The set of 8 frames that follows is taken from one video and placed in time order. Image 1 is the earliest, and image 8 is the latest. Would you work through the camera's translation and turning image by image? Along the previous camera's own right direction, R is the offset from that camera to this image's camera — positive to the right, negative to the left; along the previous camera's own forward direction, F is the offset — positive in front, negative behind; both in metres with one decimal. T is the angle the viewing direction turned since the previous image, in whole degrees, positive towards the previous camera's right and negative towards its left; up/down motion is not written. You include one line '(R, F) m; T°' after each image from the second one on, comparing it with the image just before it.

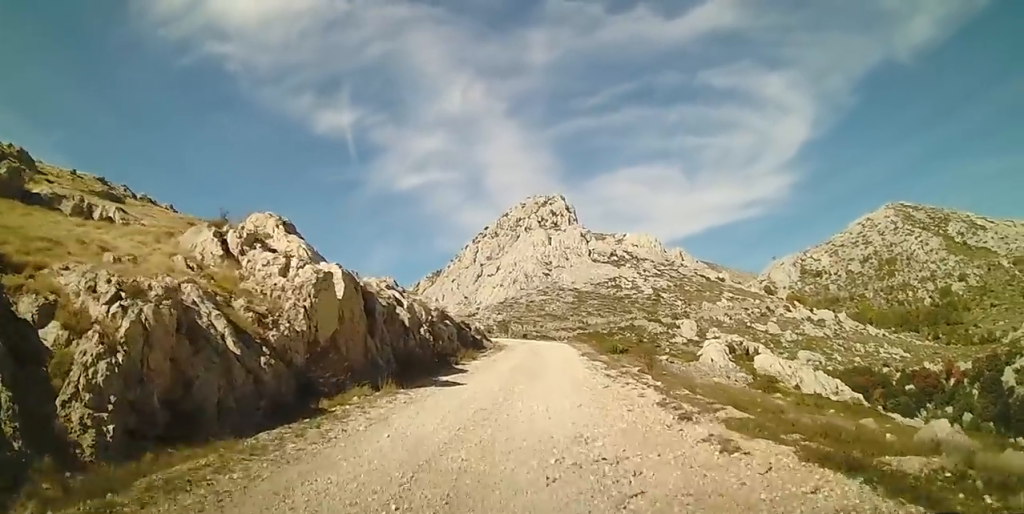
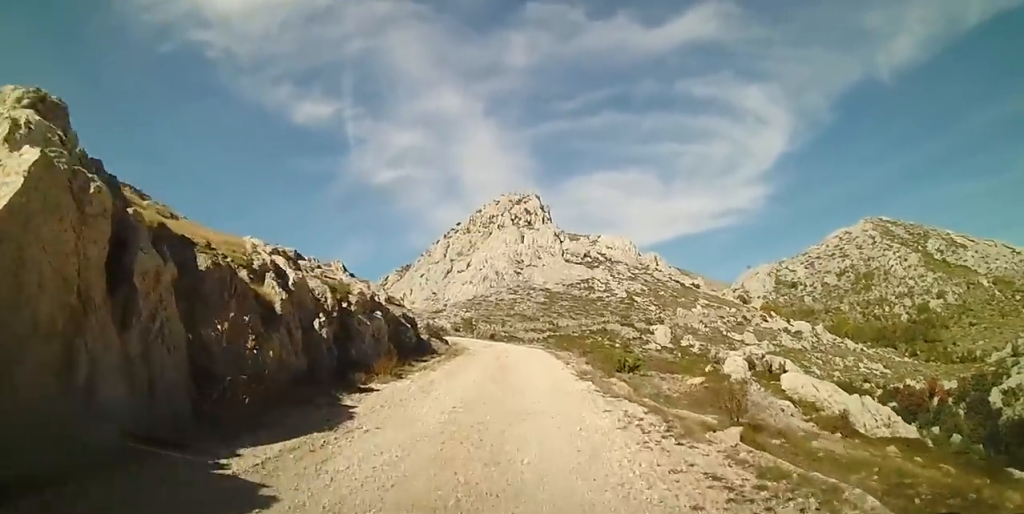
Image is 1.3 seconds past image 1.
(+0.2, +9.3) m; +3°
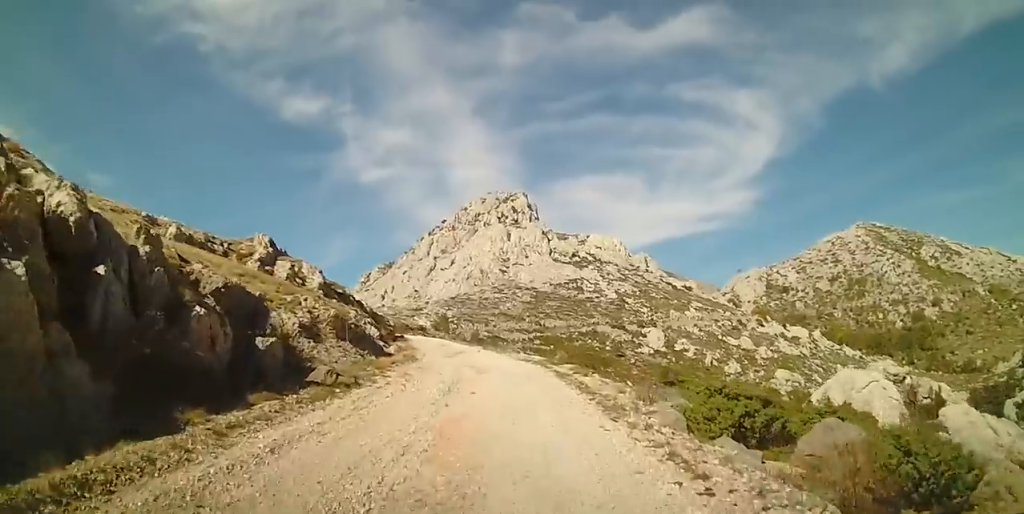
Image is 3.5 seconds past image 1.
(+0.6, +14.9) m; +3°
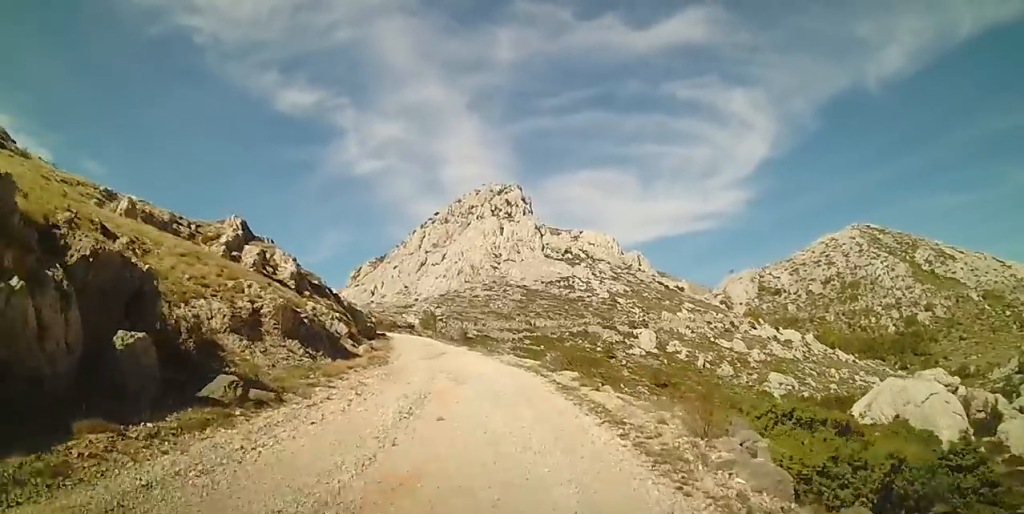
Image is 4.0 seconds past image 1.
(+0.1, +3.6) m; 0°
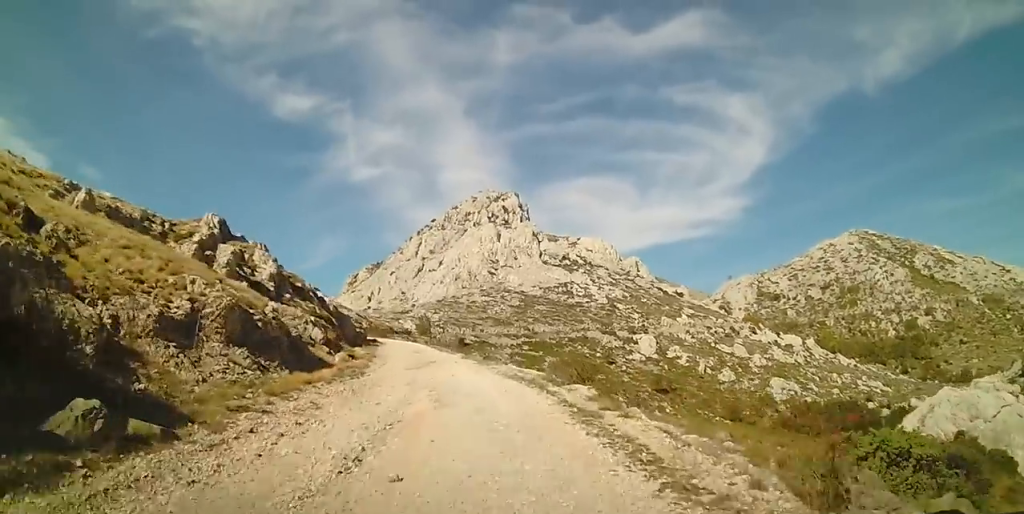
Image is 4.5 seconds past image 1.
(-0.1, +2.9) m; 0°
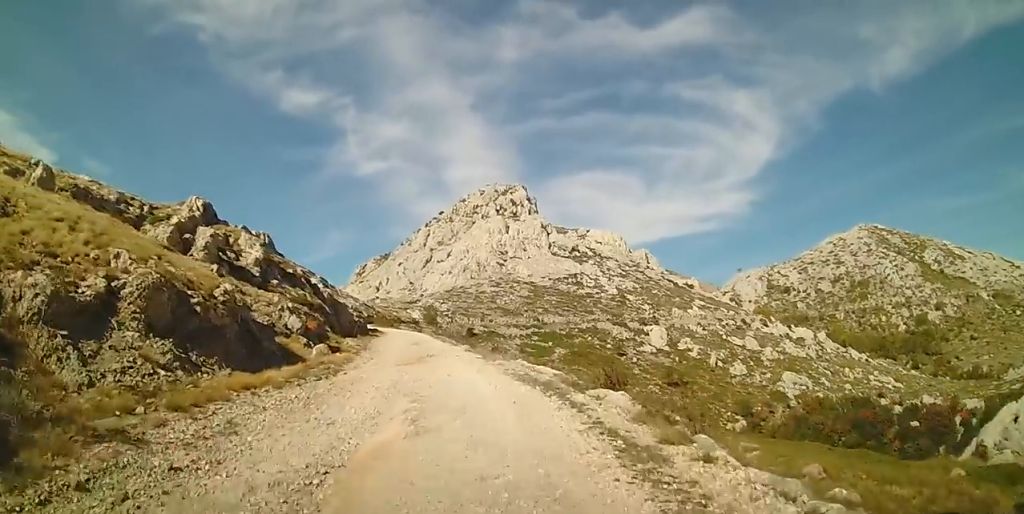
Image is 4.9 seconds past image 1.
(-0.1, +3.1) m; 0°
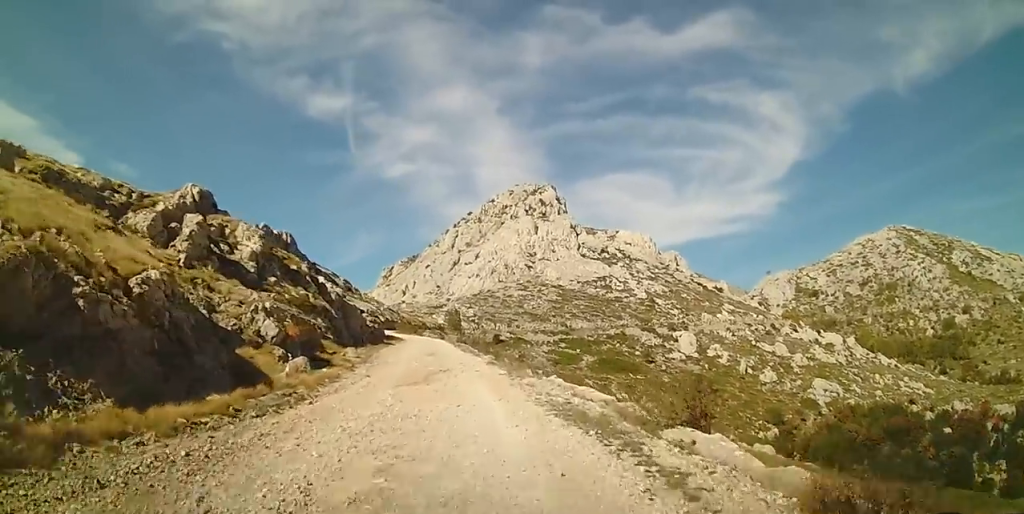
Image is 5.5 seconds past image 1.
(+0.2, +3.8) m; 0°
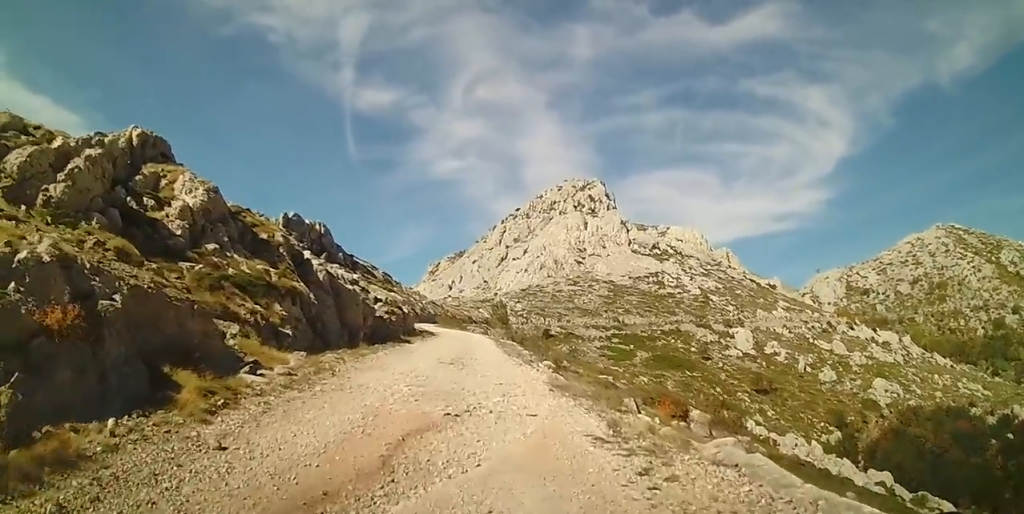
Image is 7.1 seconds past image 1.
(-0.2, +10.2) m; -2°
